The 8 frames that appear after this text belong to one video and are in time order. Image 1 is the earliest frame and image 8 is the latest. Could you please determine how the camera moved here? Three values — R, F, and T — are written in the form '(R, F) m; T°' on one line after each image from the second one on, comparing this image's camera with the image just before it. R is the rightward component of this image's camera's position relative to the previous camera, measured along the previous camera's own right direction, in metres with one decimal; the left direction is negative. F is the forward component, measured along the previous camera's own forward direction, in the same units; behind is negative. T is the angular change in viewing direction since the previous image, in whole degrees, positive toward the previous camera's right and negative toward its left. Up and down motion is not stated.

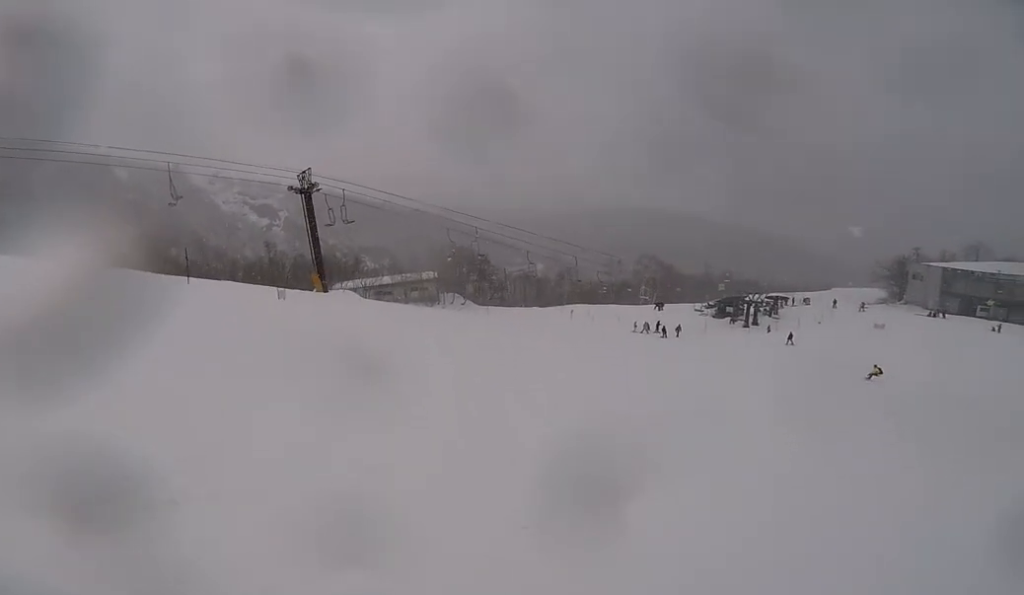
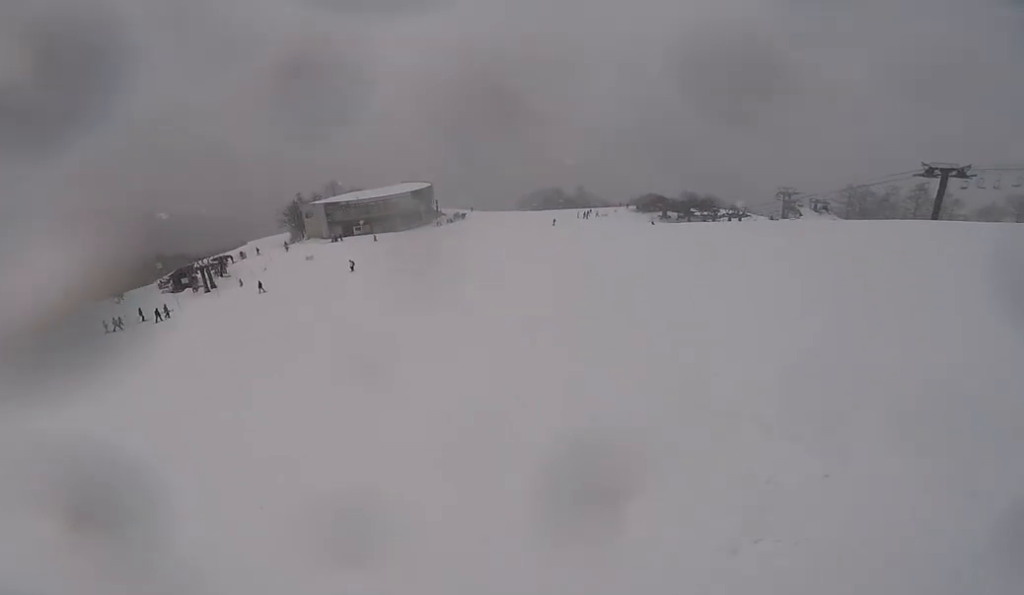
(+4.4, +9.5) m; +52°
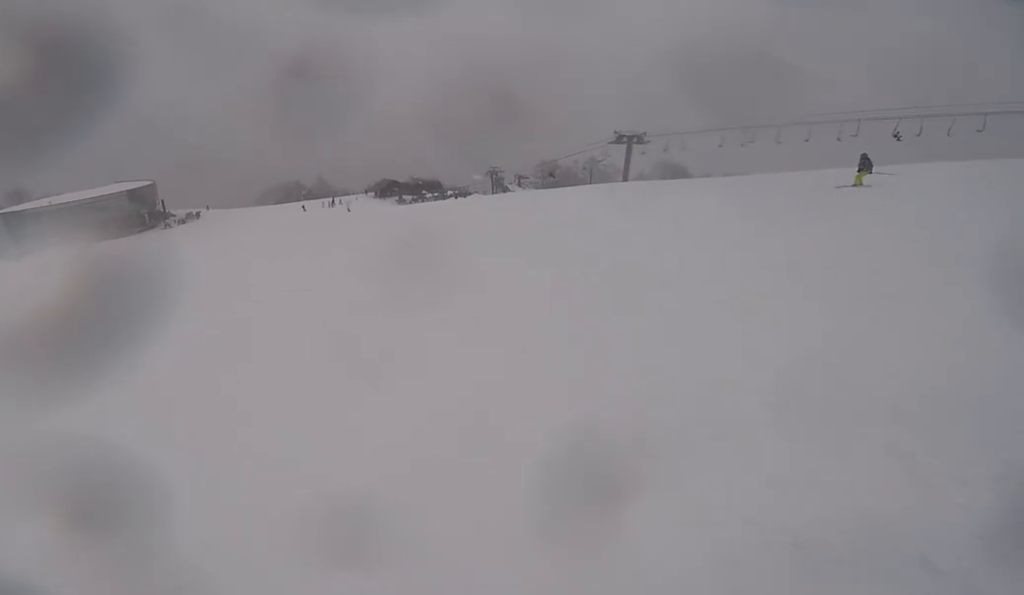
(+2.4, +9.1) m; +21°
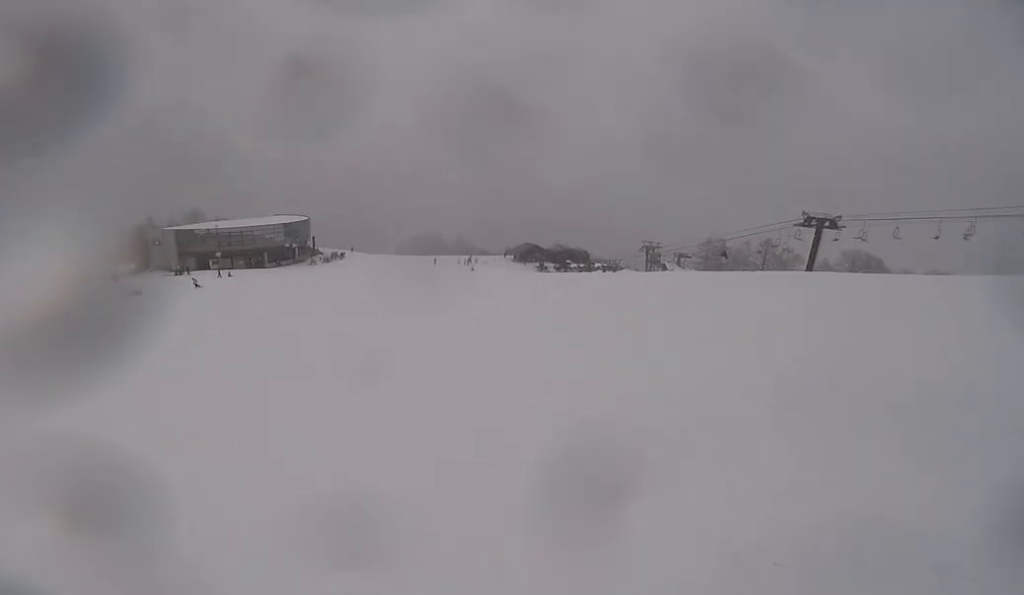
(+0.1, +2.8) m; -1°
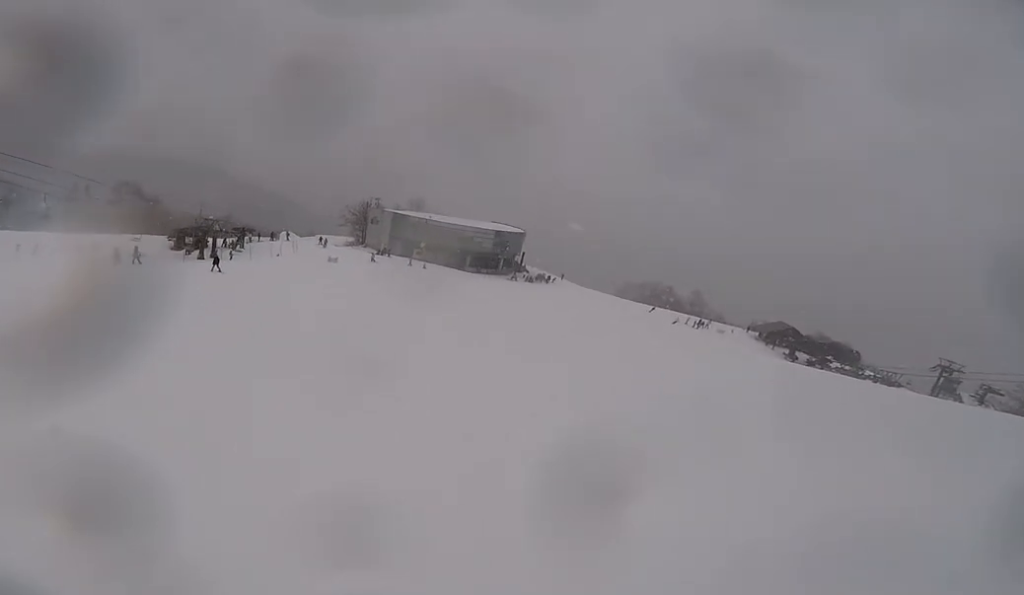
(-0.1, +6.0) m; -9°
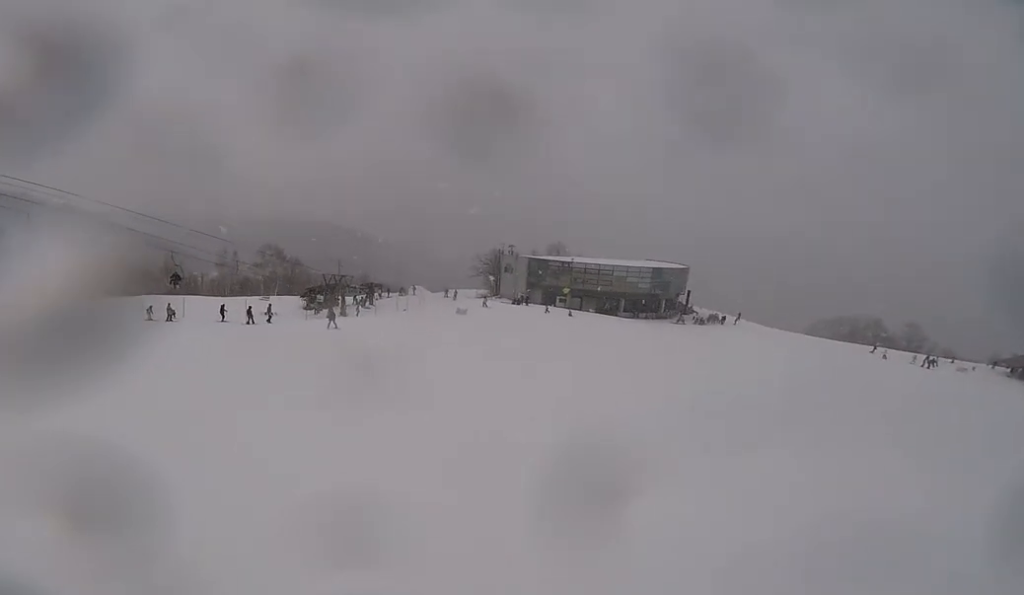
(-0.5, +5.5) m; -16°
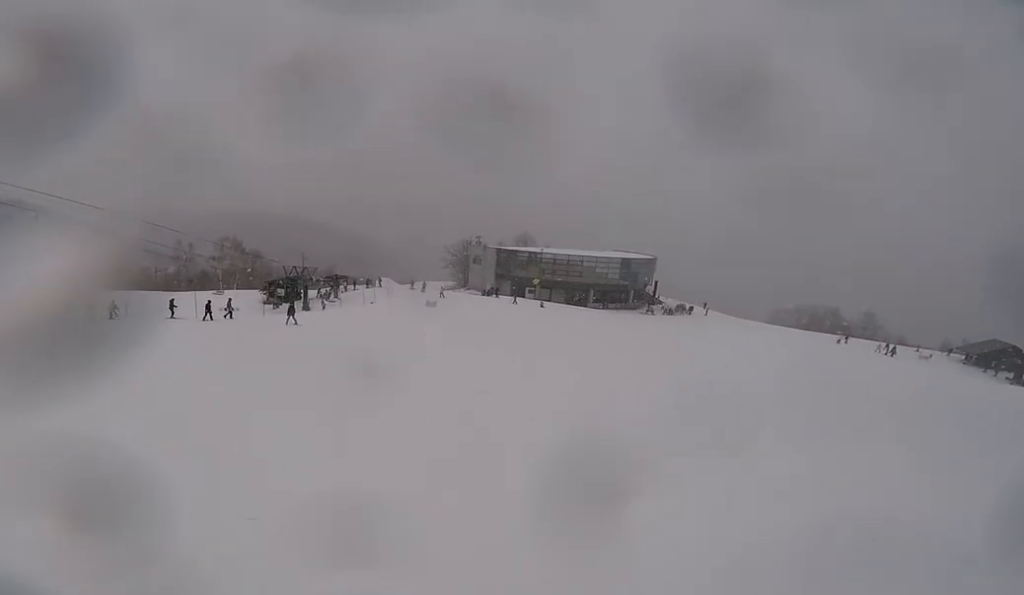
(-0.6, +3.3) m; -8°
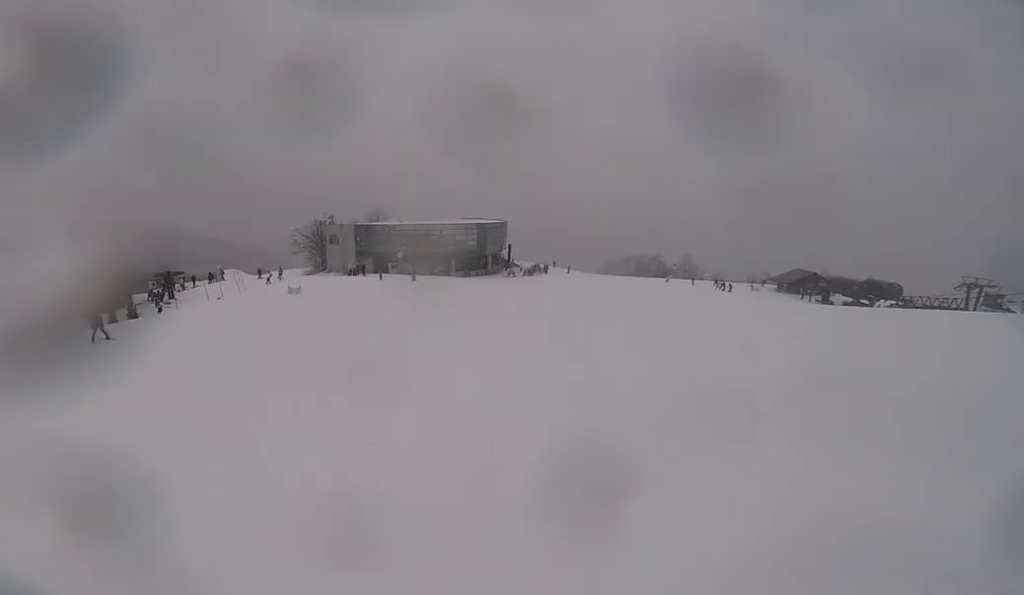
(-0.9, +8.0) m; +2°
